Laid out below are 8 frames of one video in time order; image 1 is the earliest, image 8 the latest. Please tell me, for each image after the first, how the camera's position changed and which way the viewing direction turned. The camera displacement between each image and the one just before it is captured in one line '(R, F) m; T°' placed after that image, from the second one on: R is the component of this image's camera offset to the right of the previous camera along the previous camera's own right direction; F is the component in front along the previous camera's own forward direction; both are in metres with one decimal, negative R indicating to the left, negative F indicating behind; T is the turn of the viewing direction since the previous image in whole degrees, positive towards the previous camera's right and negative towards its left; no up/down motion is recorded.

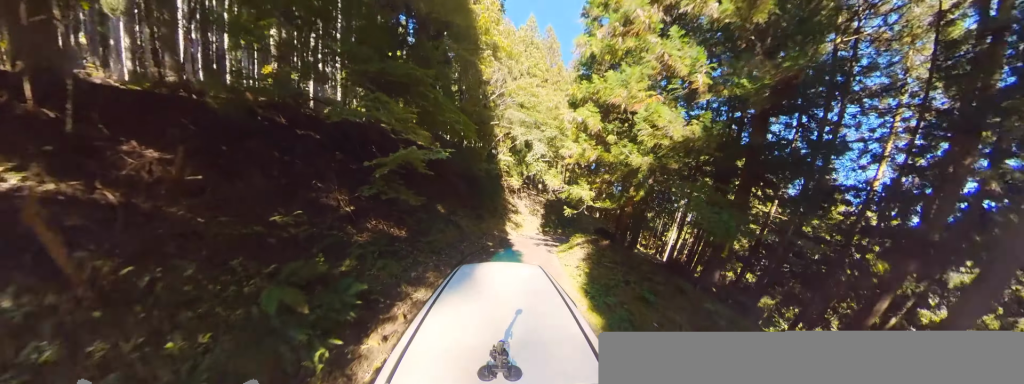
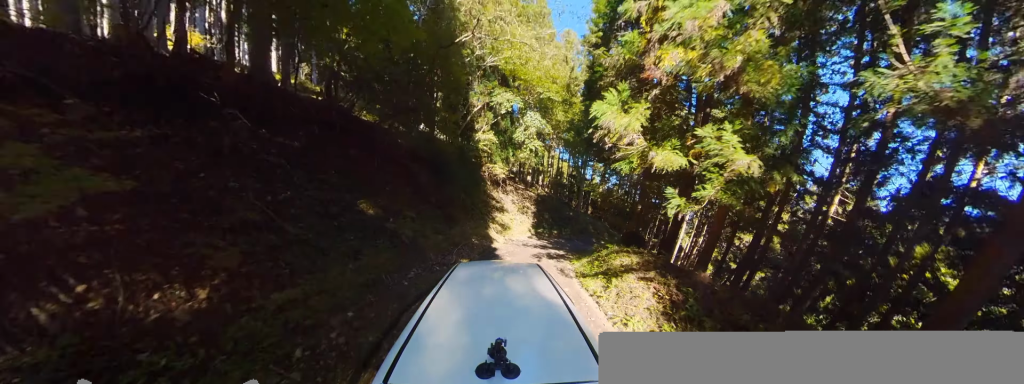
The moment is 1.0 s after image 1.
(+0.3, +6.7) m; +23°
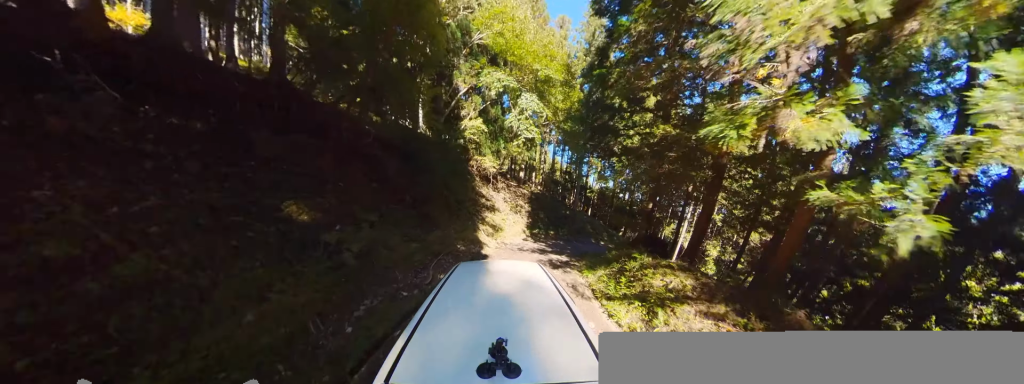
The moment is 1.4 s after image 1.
(-0.8, +2.6) m; +15°
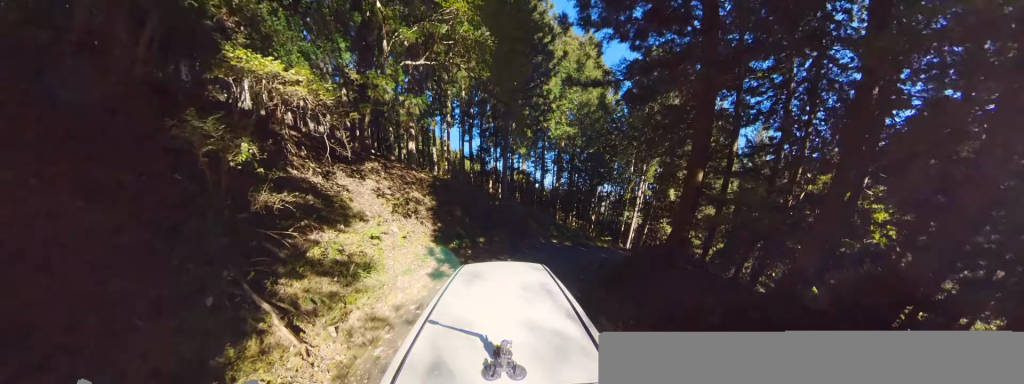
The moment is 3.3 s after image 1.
(+7.5, +6.6) m; +55°
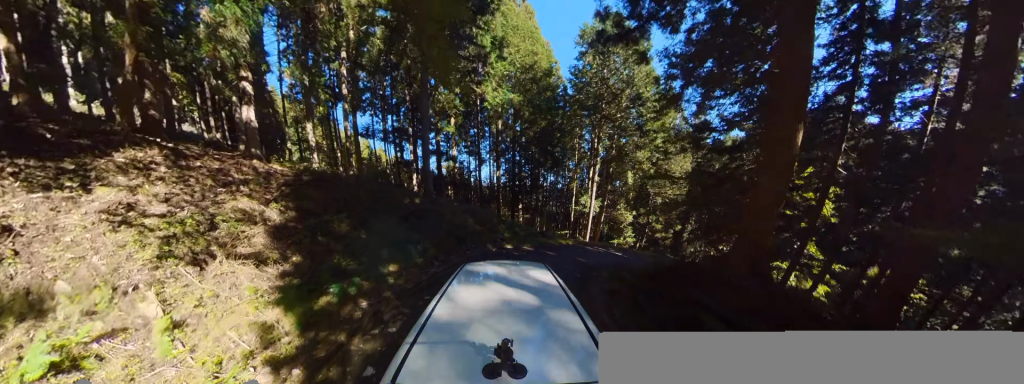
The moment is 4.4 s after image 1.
(-0.6, +4.8) m; +9°
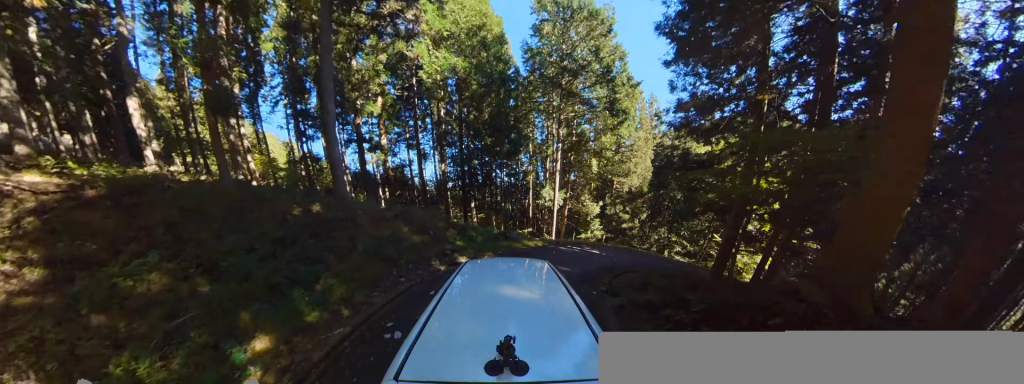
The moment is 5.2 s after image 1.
(+1.0, +3.6) m; +15°
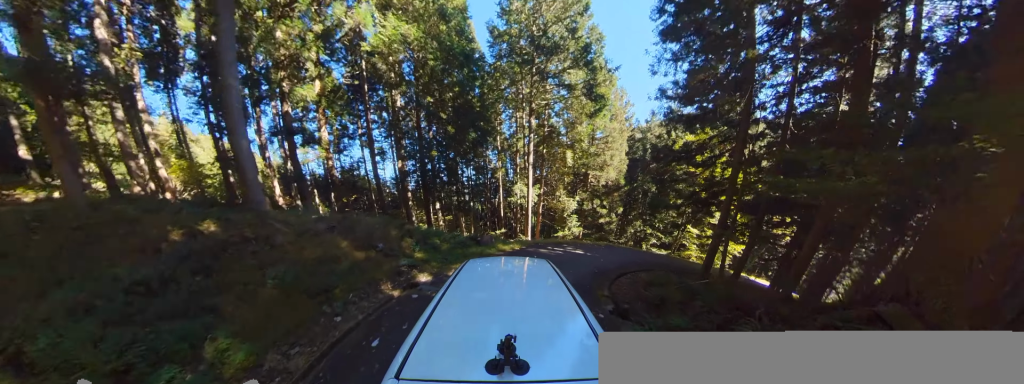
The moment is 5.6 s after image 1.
(+0.2, +2.4) m; +8°
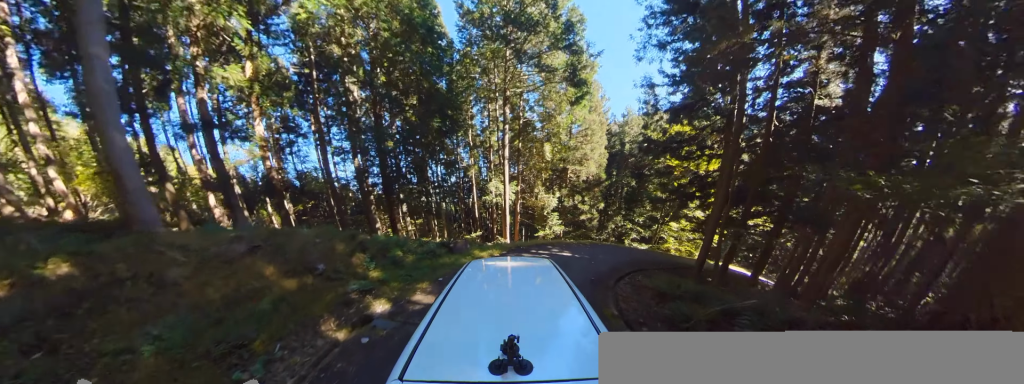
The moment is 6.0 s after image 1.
(0.0, +2.3) m; +5°
